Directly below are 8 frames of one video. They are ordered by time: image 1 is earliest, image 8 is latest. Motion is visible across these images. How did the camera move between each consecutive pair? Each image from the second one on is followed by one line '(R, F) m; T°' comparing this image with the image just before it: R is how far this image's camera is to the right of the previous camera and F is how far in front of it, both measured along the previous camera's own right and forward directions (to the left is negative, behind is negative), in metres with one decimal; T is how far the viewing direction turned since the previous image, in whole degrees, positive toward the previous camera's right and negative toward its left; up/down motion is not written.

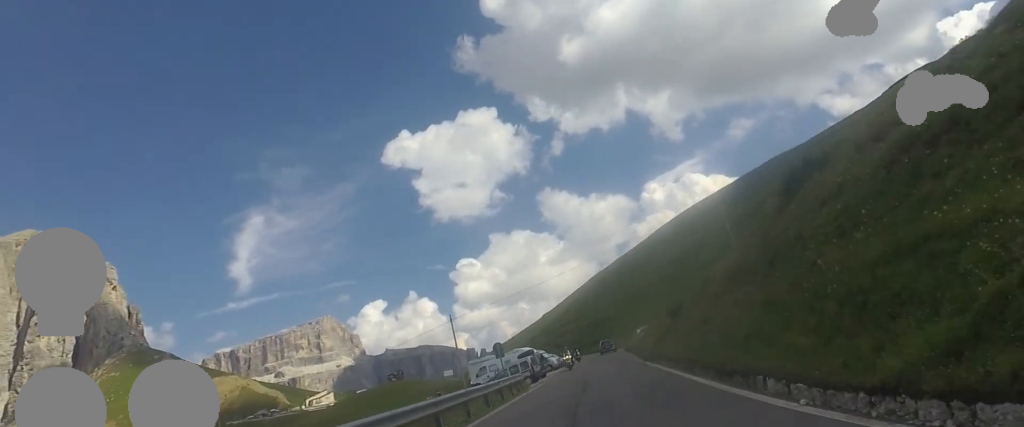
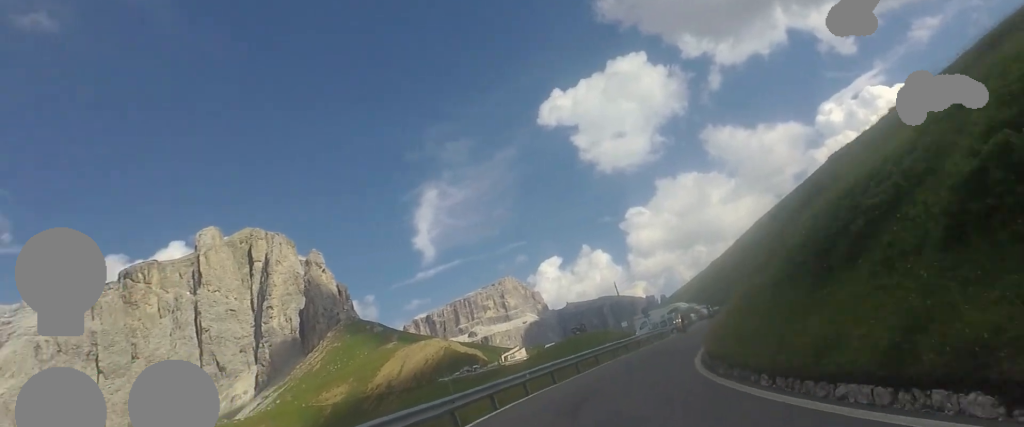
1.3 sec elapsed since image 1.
(-0.2, +16.0) m; -7°
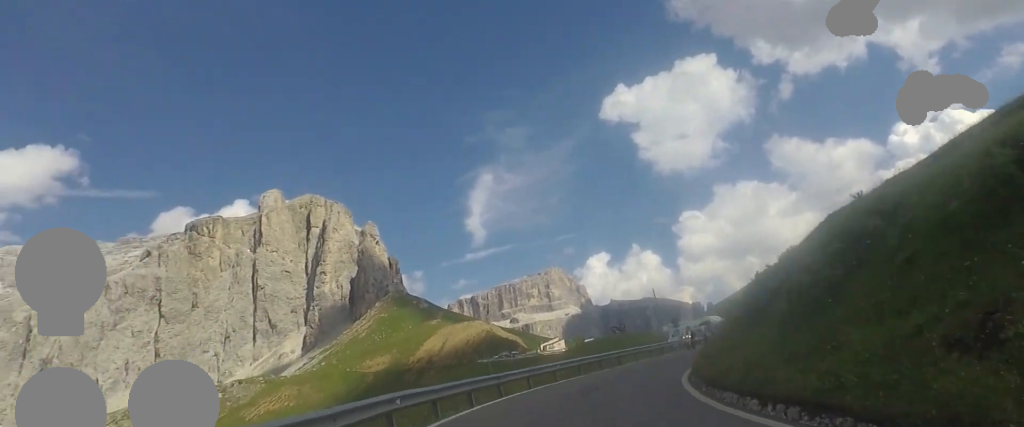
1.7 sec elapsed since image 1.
(+0.3, +5.1) m; -2°
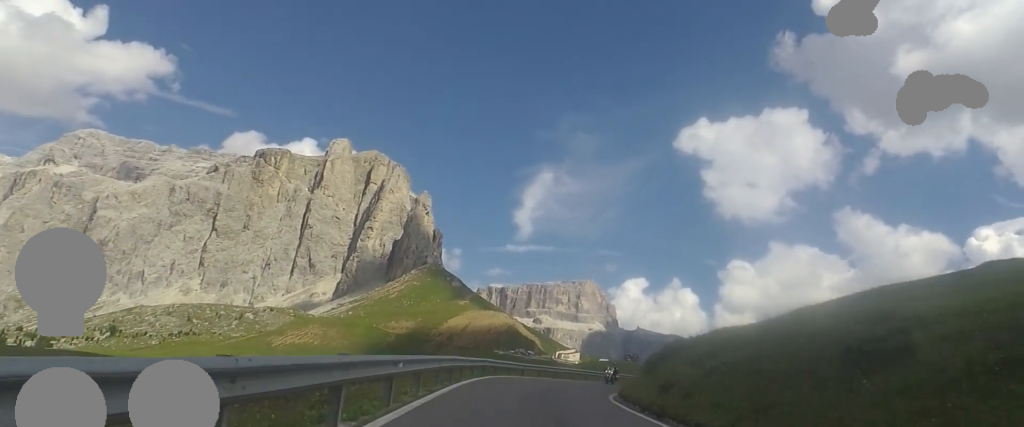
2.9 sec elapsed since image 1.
(-1.6, +15.7) m; +3°
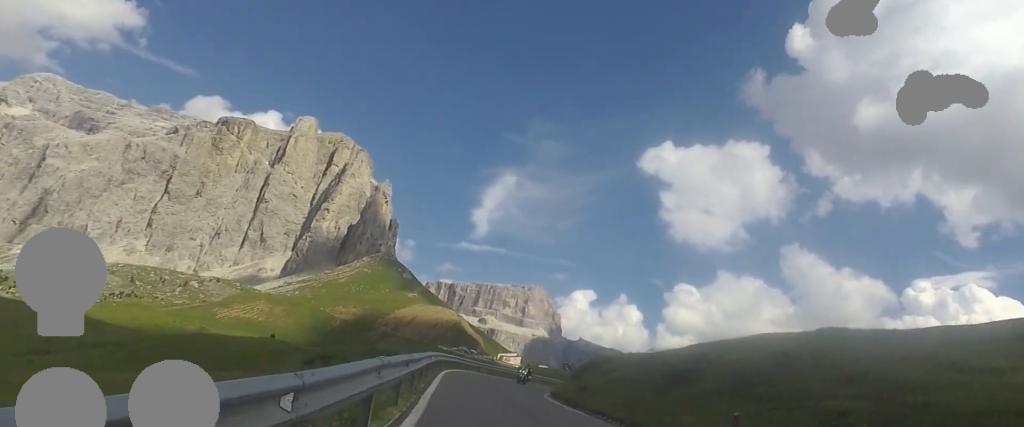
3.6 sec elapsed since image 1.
(+1.4, +8.5) m; +6°
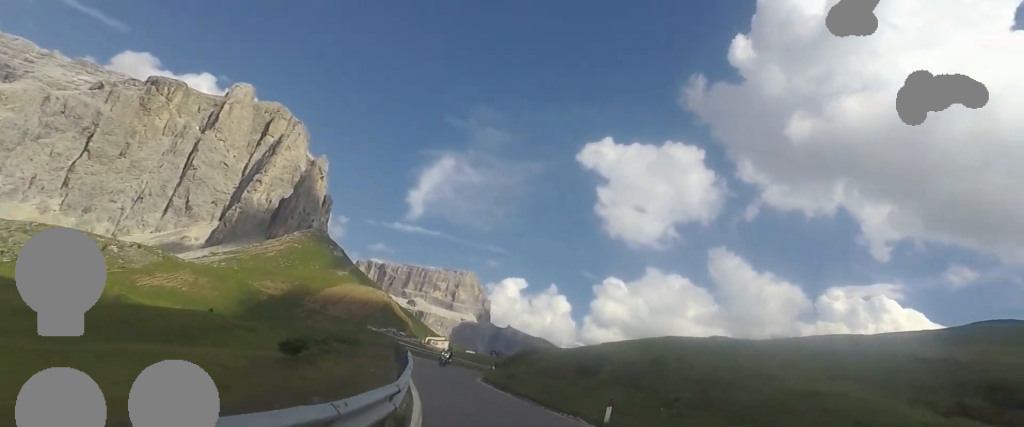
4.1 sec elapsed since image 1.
(-0.5, +6.1) m; +1°
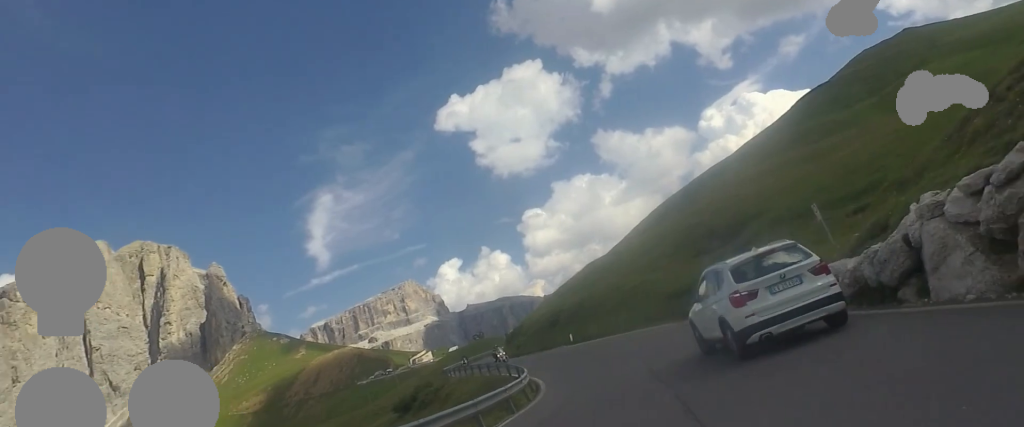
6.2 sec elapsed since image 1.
(+0.3, +24.1) m; -8°
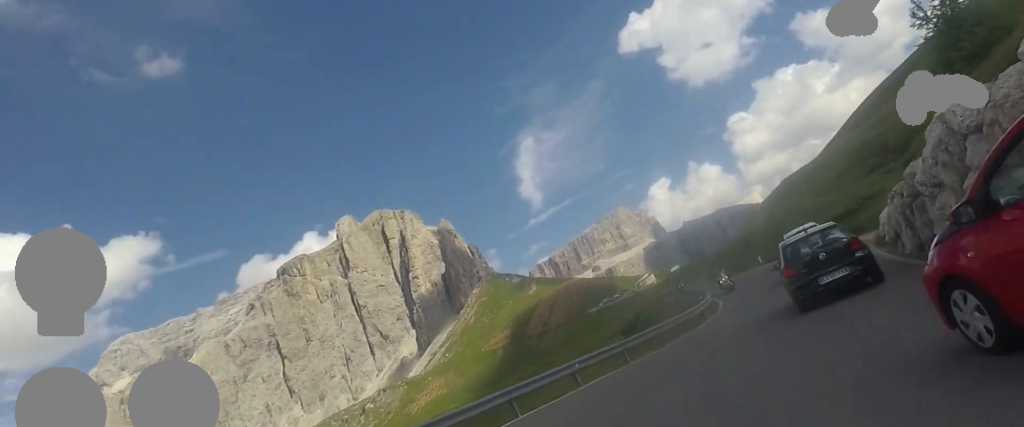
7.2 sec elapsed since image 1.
(-1.2, +9.5) m; -17°
